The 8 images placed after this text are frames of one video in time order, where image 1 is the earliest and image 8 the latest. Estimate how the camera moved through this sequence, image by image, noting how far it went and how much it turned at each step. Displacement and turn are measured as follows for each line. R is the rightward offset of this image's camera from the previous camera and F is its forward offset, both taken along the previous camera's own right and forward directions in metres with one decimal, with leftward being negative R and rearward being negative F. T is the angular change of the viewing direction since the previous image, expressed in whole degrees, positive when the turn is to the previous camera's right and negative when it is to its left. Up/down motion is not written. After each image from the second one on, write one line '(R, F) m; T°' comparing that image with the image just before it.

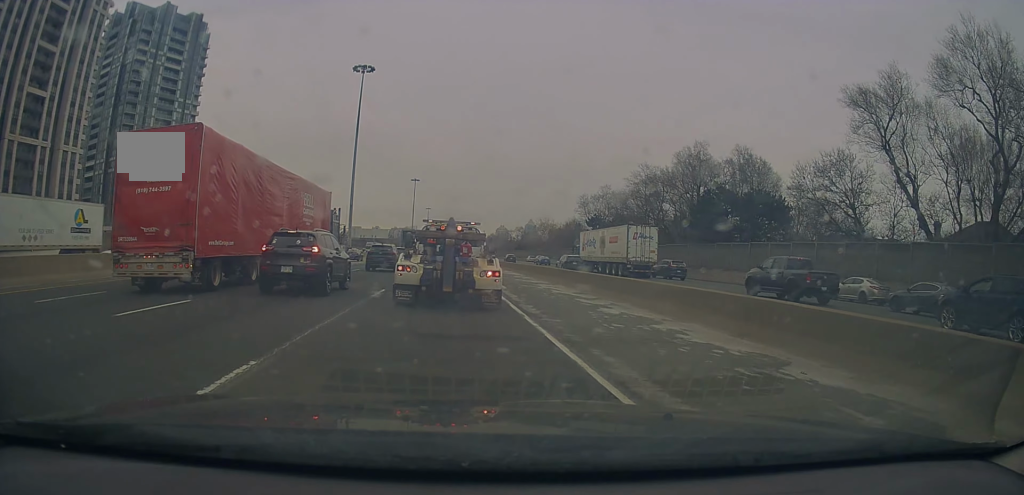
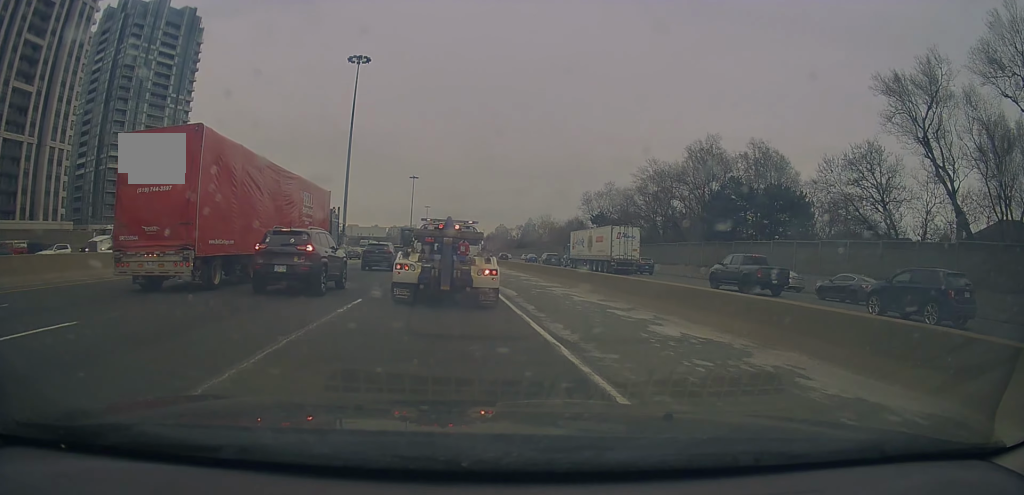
(-0.1, +4.7) m; 0°
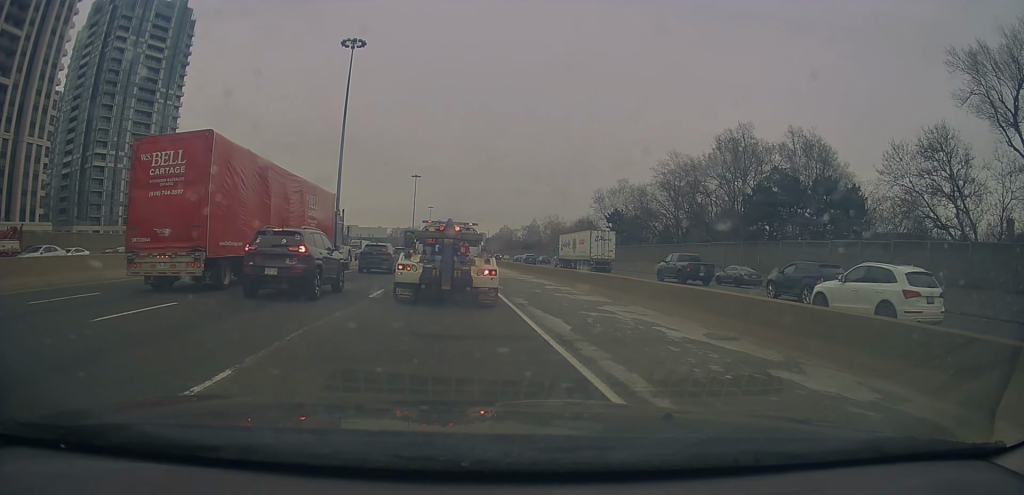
(-0.1, +9.3) m; +1°
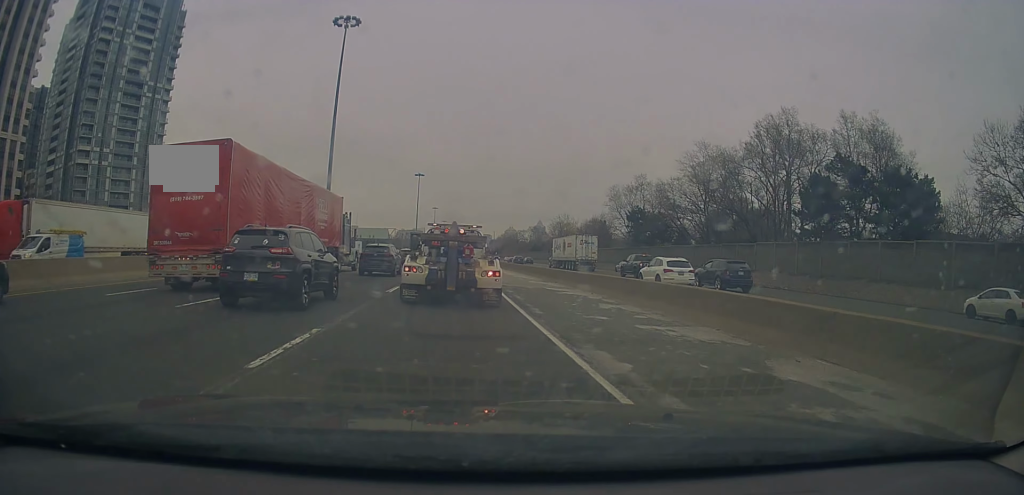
(+0.2, +9.4) m; -1°
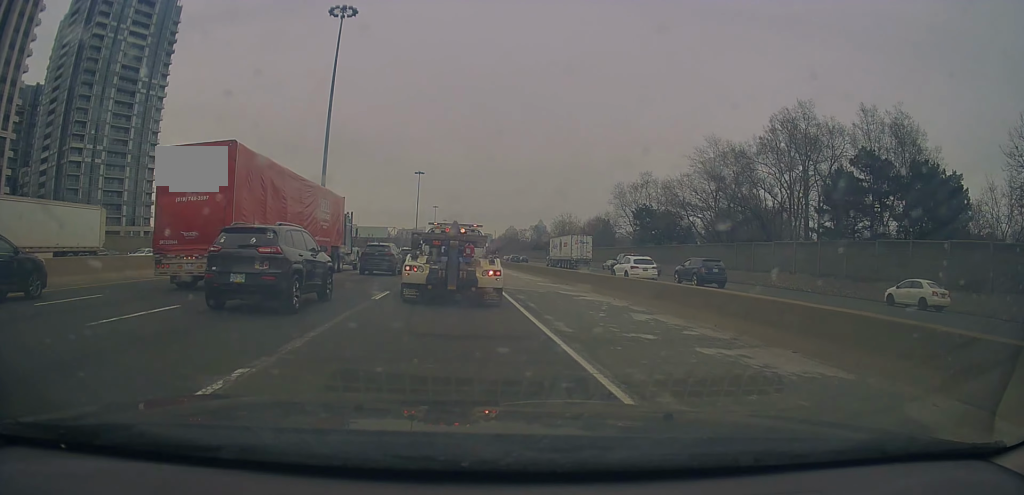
(0.0, +2.9) m; -1°
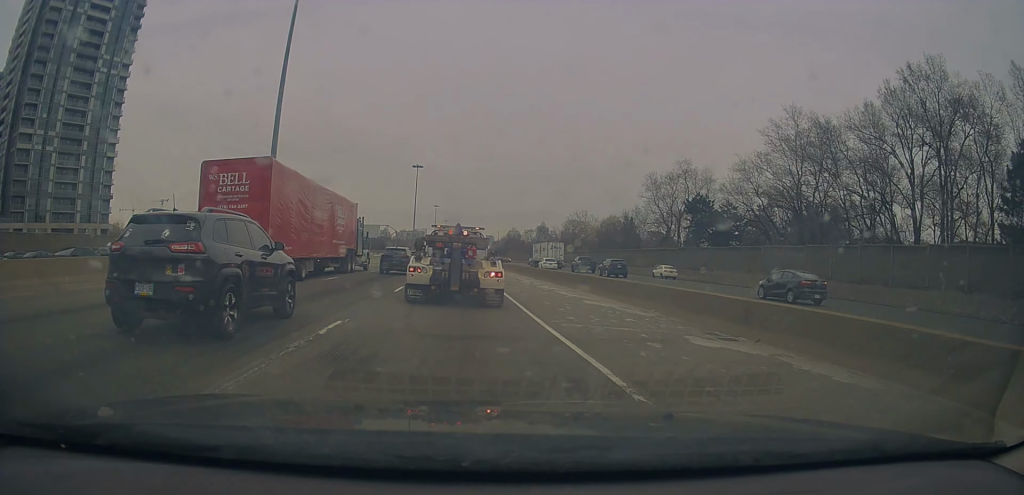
(-0.6, +19.9) m; -2°
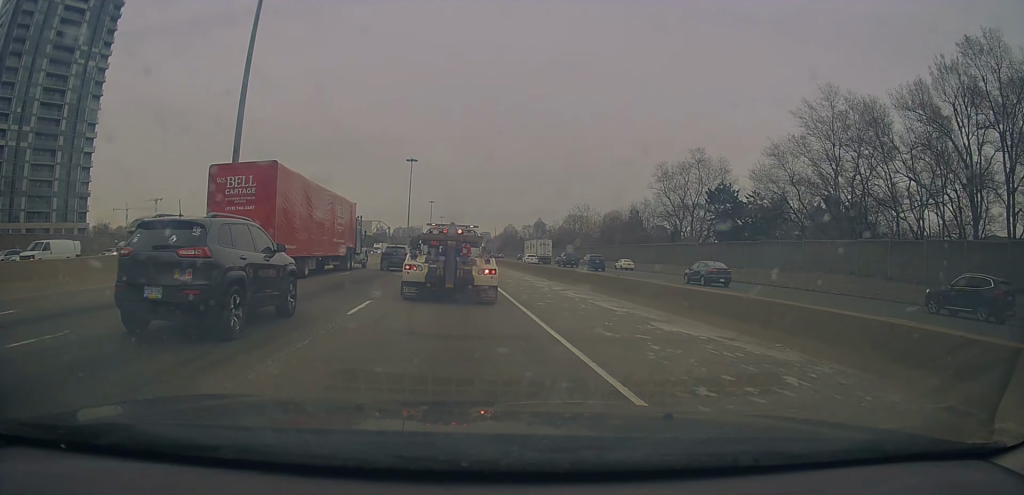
(+0.1, +8.3) m; 0°
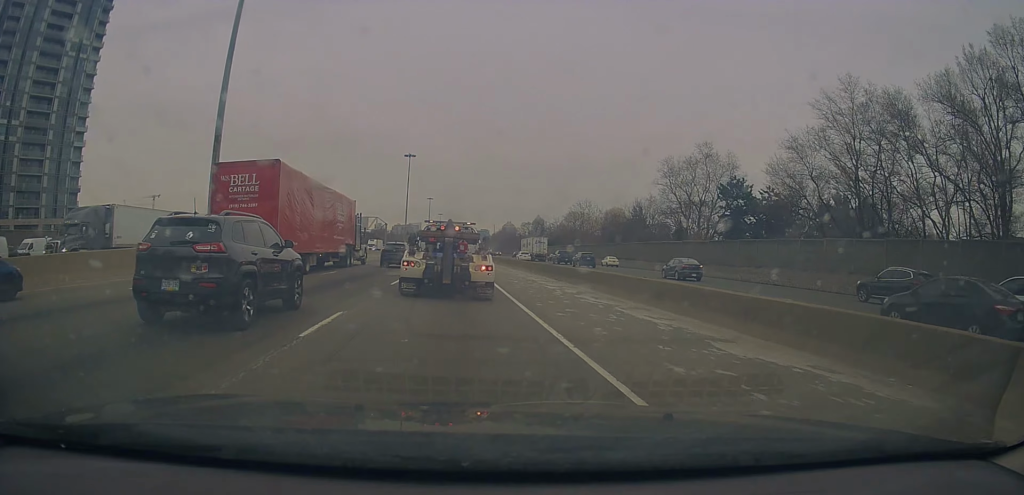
(0.0, +3.5) m; -1°
